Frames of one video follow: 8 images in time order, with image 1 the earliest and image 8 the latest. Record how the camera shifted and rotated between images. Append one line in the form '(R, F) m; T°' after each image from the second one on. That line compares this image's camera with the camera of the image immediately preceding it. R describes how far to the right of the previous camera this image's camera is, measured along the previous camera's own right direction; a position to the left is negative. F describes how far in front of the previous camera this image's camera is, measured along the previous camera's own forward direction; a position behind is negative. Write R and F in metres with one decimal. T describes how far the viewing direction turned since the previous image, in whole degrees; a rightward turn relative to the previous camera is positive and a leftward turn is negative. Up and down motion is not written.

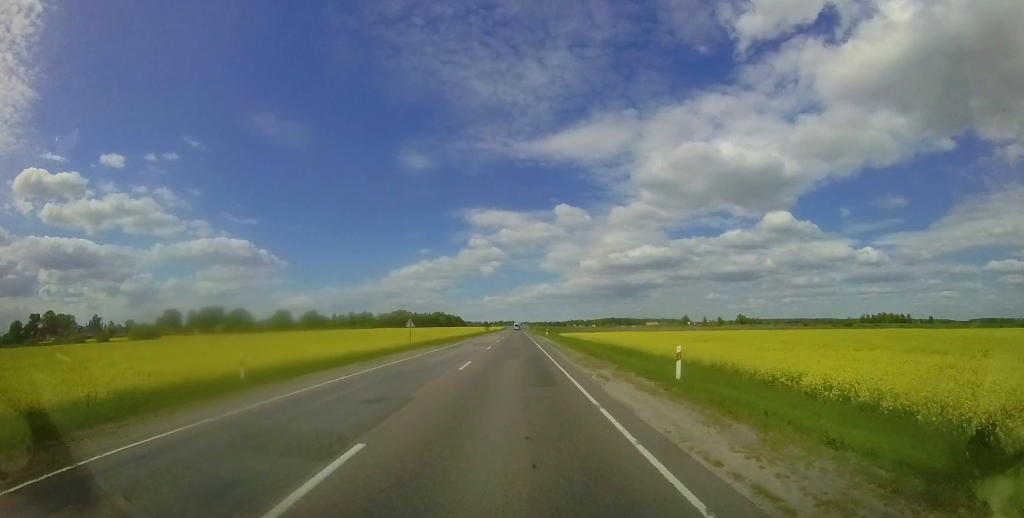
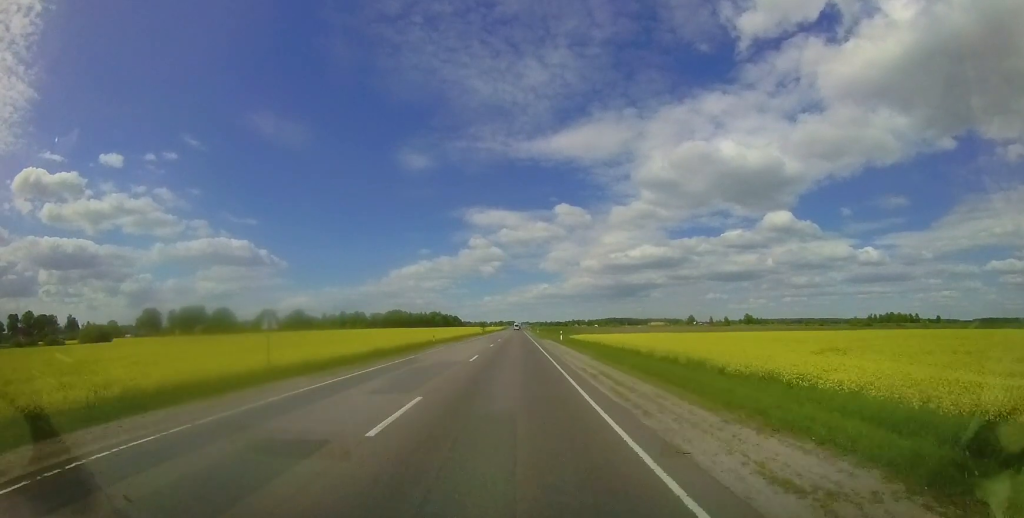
(-0.1, +20.8) m; -1°
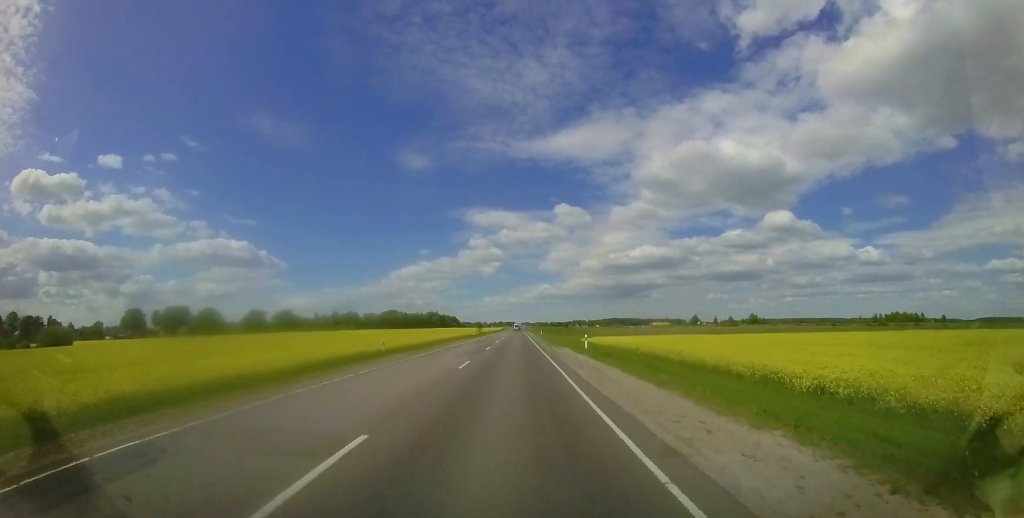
(+0.1, +15.0) m; 0°
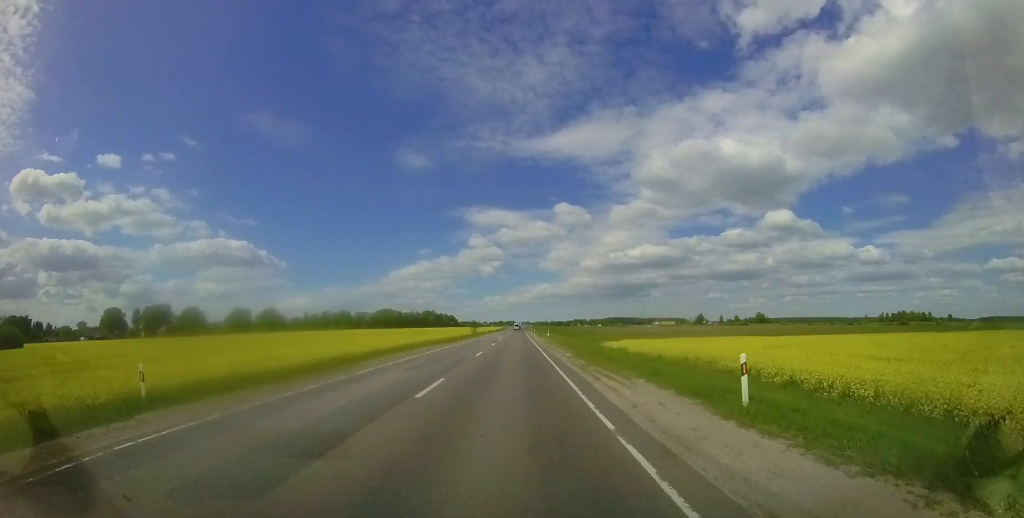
(-0.2, +17.3) m; 0°
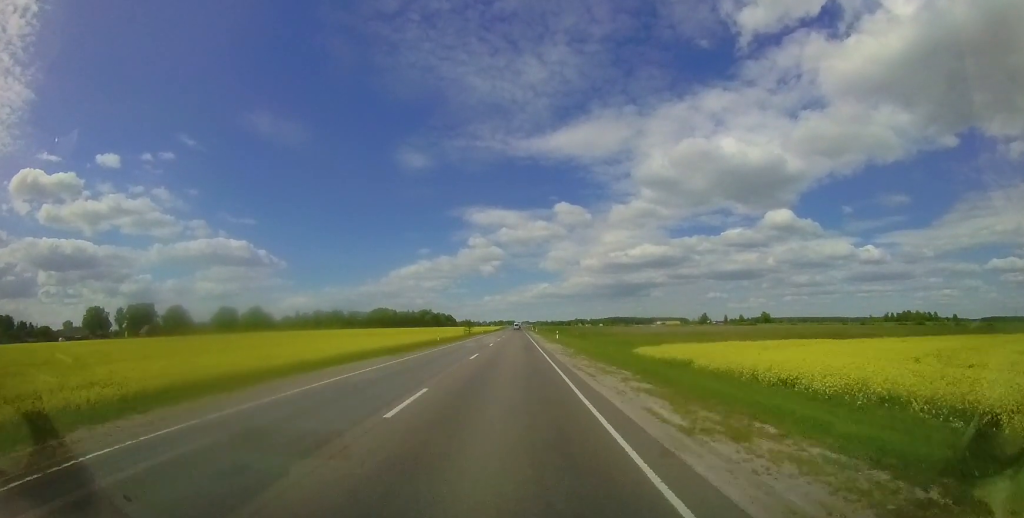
(-0.1, +13.8) m; 0°
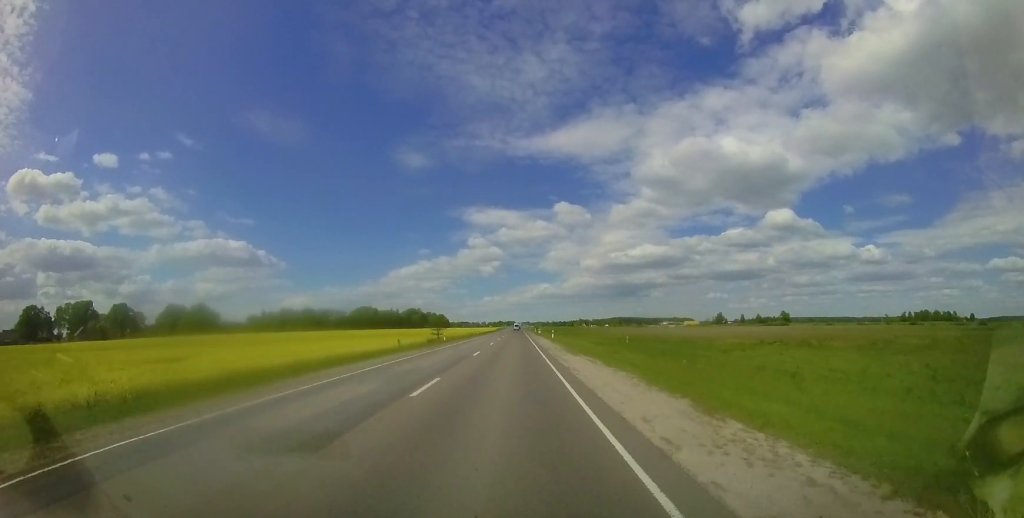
(+0.5, +45.0) m; 0°
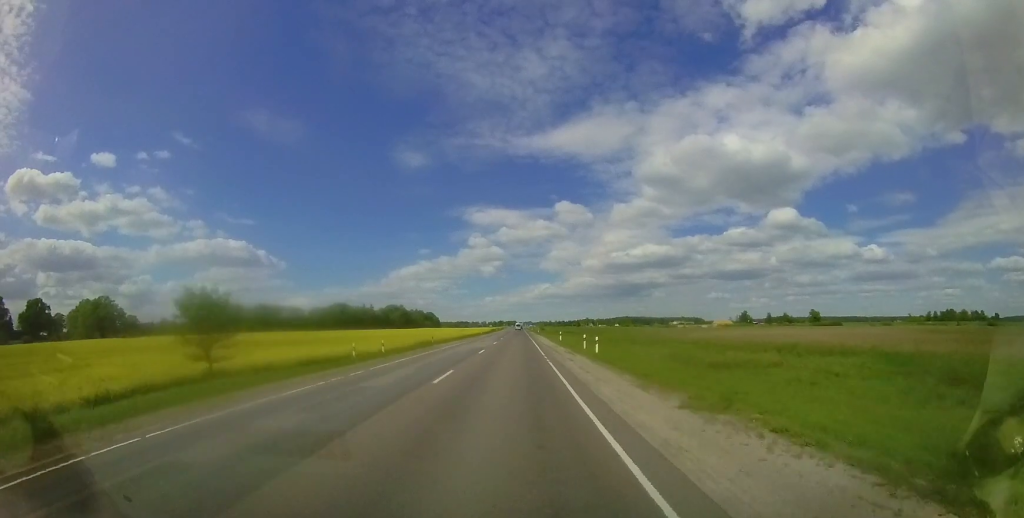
(-0.2, +57.9) m; 0°
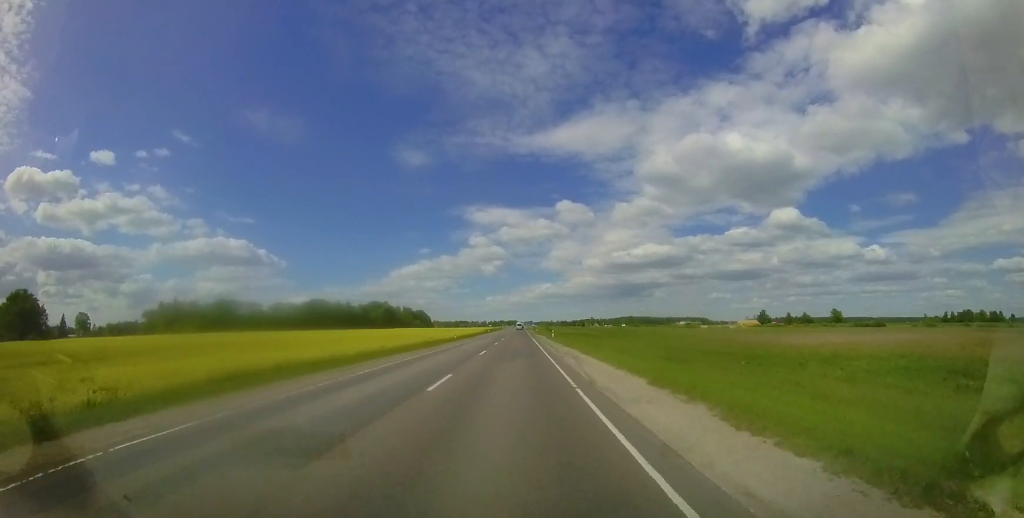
(0.0, +37.1) m; 0°
